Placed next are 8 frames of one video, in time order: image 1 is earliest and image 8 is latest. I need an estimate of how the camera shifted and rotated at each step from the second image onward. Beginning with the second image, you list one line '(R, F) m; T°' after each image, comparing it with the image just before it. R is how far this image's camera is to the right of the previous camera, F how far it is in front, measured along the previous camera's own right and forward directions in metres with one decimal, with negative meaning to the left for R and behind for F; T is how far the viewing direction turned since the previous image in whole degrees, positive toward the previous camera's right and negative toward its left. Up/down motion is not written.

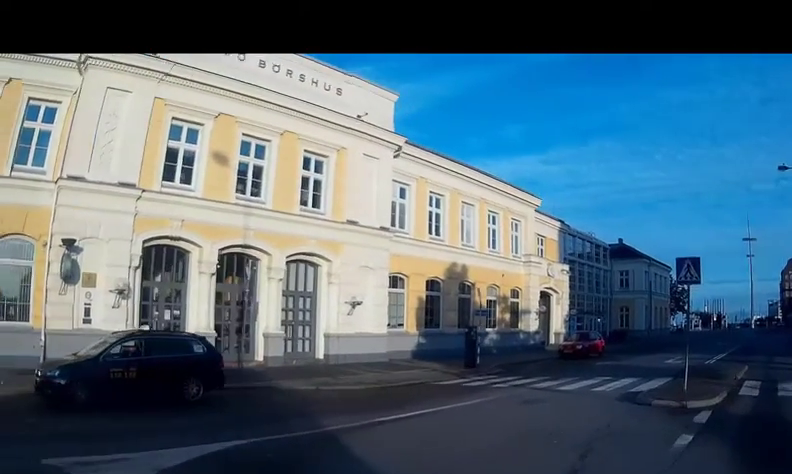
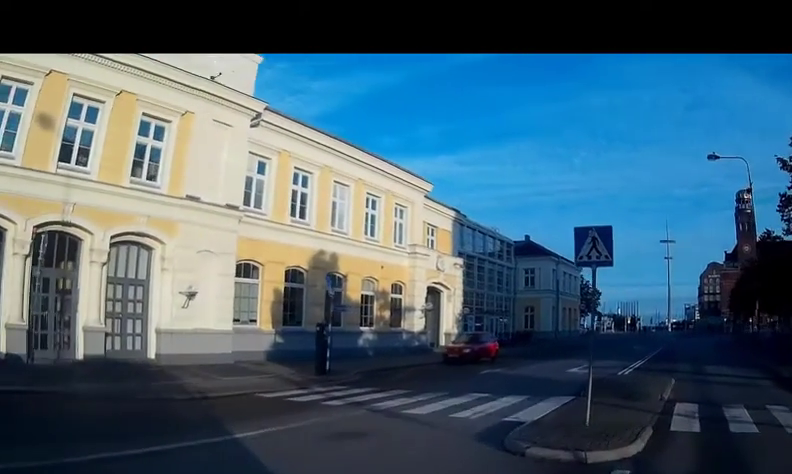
(+0.5, +4.3) m; +5°
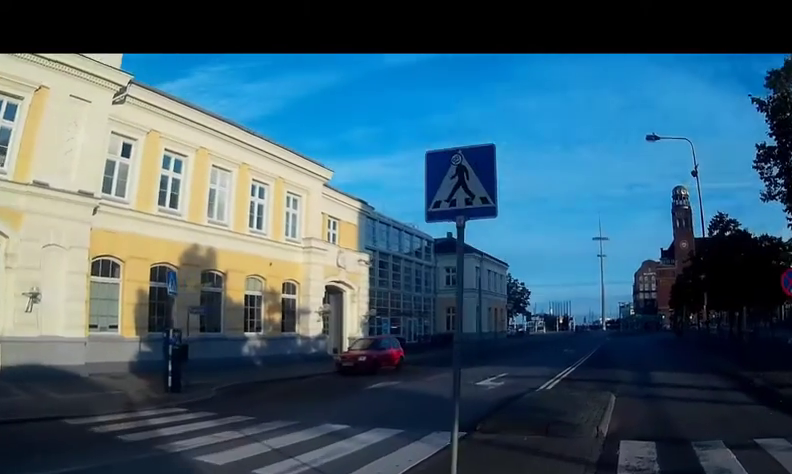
(+0.1, +4.2) m; +4°
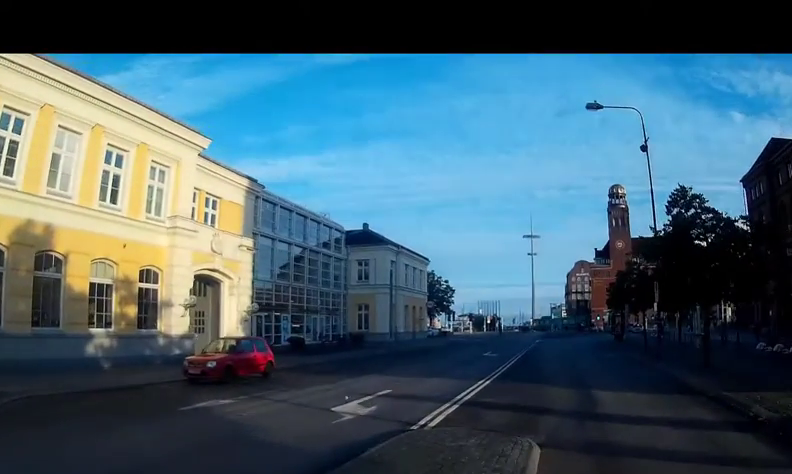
(+0.2, +5.7) m; +4°
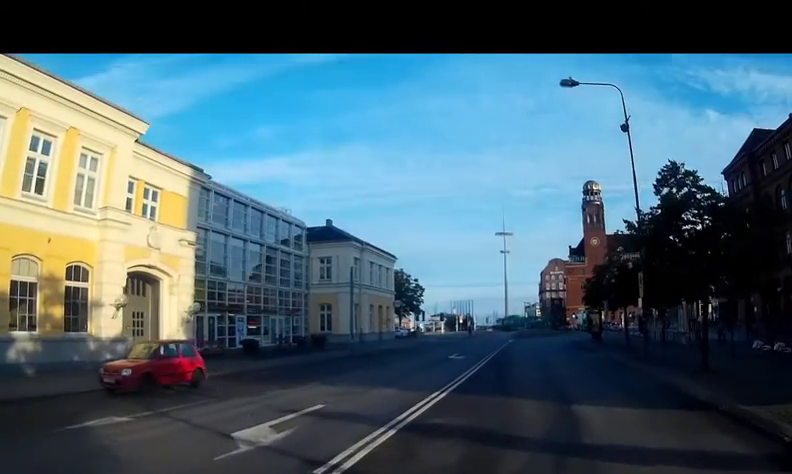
(+0.2, +2.9) m; +2°
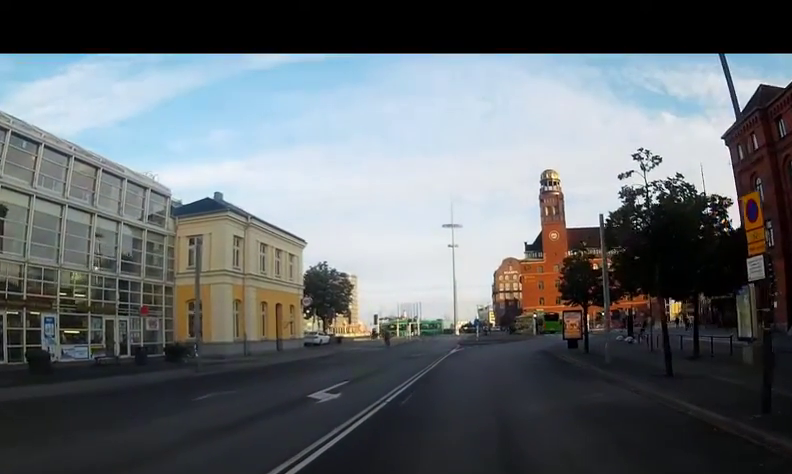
(0.0, +15.1) m; -2°
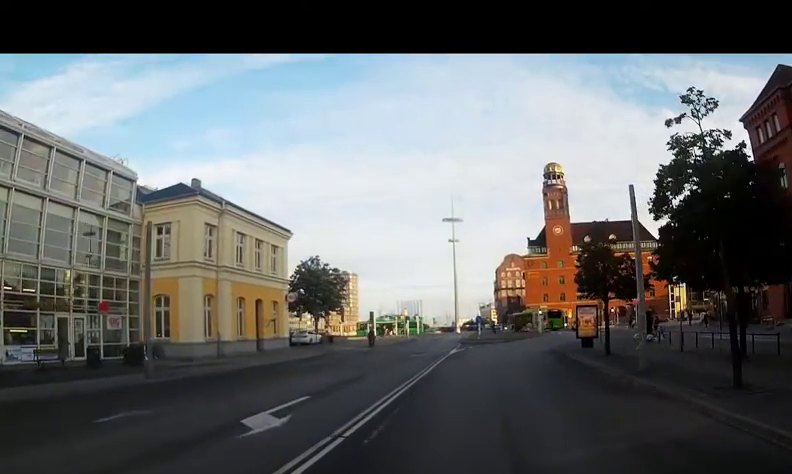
(-0.1, +4.2) m; -1°
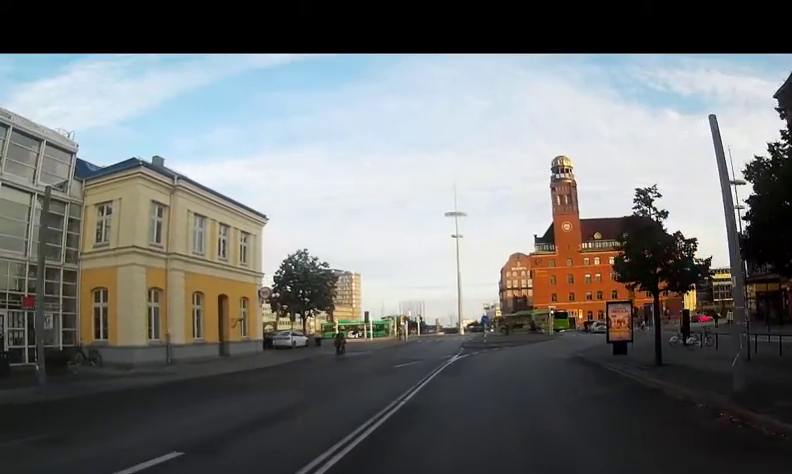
(0.0, +6.1) m; -1°
